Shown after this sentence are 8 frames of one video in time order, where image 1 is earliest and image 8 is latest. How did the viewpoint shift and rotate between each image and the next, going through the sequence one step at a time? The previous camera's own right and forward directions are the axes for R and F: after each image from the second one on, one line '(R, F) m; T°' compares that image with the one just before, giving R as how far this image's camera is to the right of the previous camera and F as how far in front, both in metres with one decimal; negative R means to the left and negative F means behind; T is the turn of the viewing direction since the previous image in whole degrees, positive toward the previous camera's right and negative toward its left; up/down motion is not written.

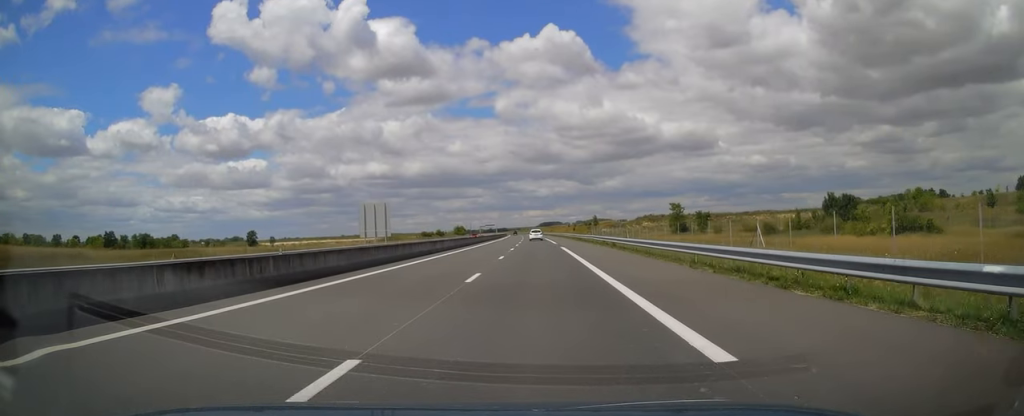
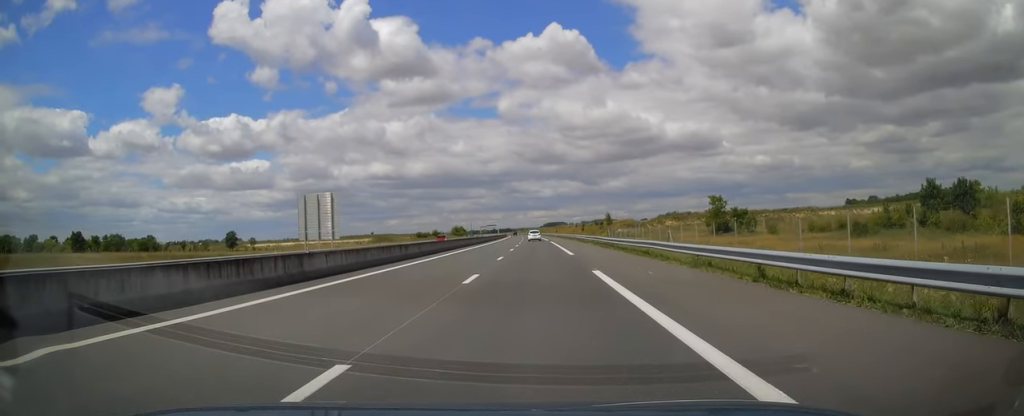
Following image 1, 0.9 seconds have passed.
(-0.1, +25.8) m; 0°
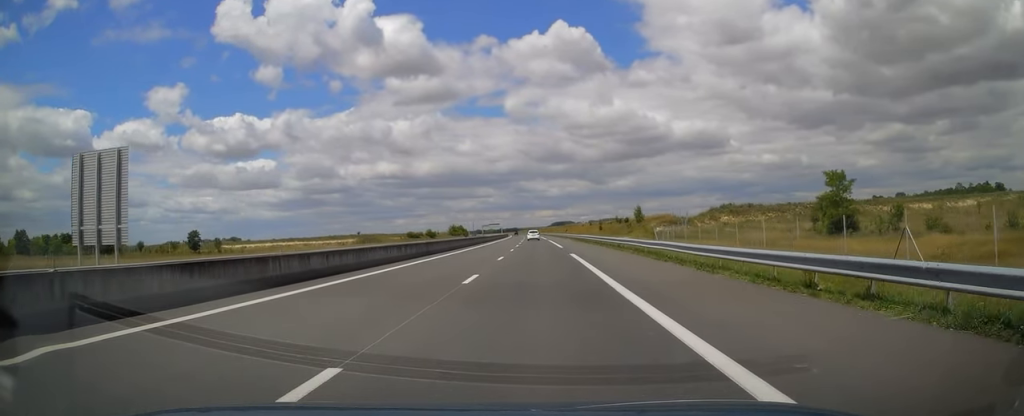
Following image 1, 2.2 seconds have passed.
(+0.1, +38.6) m; -1°
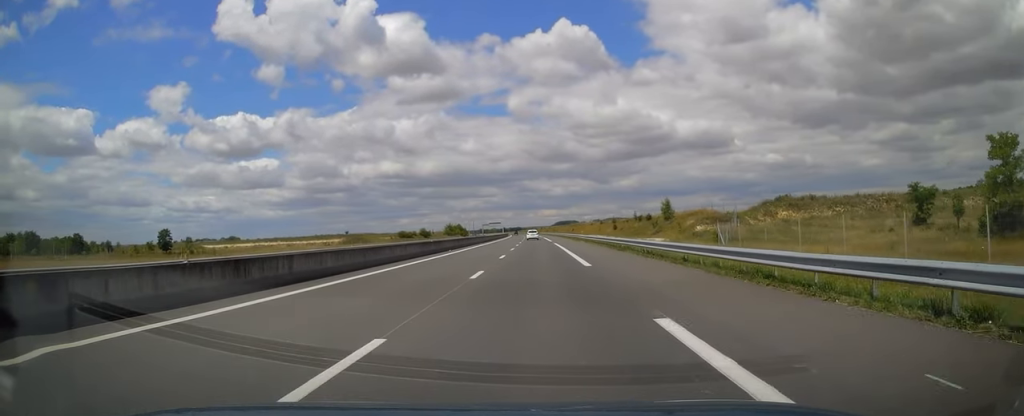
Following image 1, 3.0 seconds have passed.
(-0.3, +23.9) m; -1°
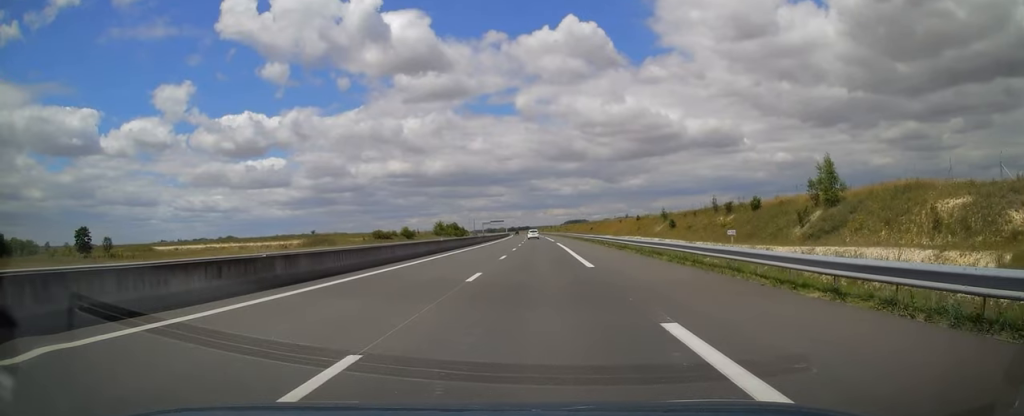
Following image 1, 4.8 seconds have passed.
(0.0, +52.2) m; 0°
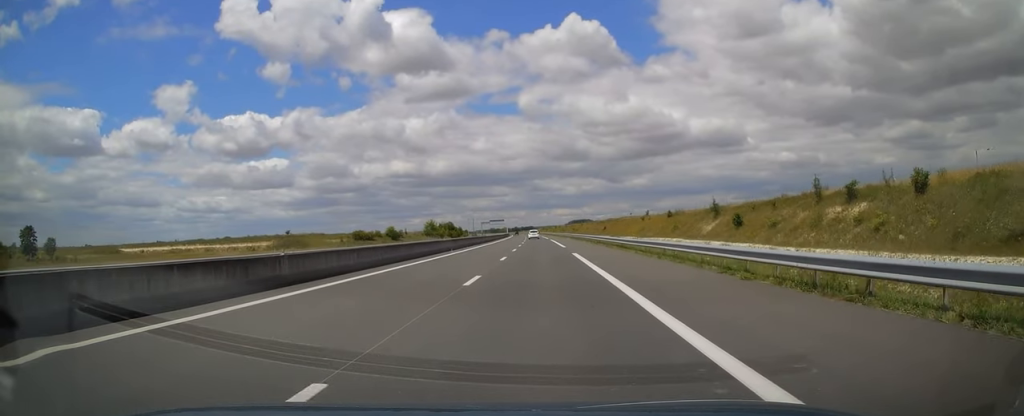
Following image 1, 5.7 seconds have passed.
(-0.3, +27.0) m; 0°
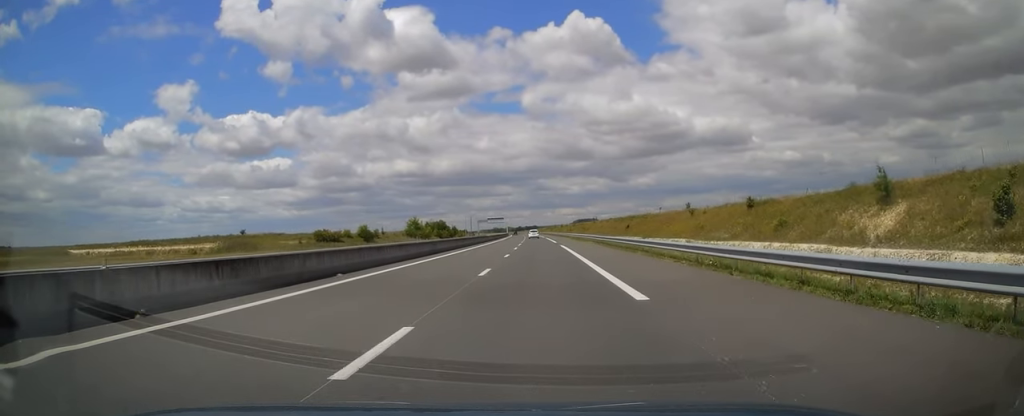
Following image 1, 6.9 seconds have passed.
(+0.2, +35.3) m; -1°
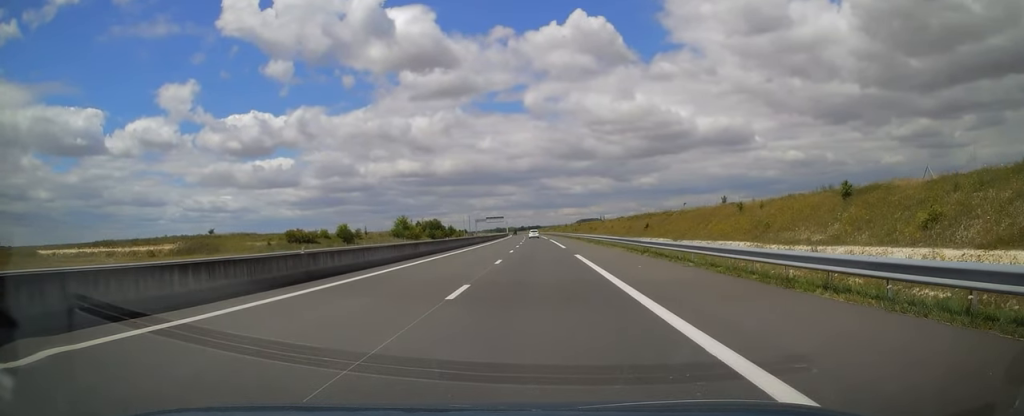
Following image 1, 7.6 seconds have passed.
(-0.2, +19.1) m; -1°
